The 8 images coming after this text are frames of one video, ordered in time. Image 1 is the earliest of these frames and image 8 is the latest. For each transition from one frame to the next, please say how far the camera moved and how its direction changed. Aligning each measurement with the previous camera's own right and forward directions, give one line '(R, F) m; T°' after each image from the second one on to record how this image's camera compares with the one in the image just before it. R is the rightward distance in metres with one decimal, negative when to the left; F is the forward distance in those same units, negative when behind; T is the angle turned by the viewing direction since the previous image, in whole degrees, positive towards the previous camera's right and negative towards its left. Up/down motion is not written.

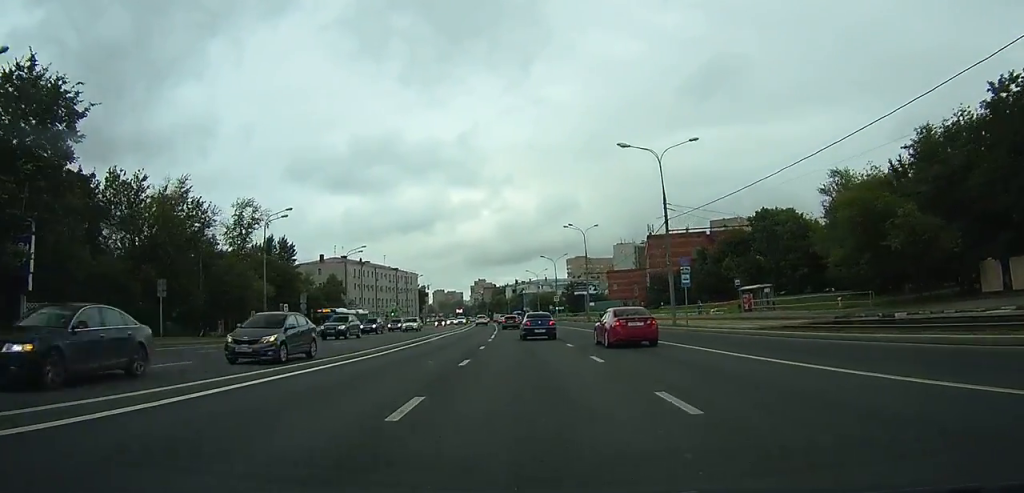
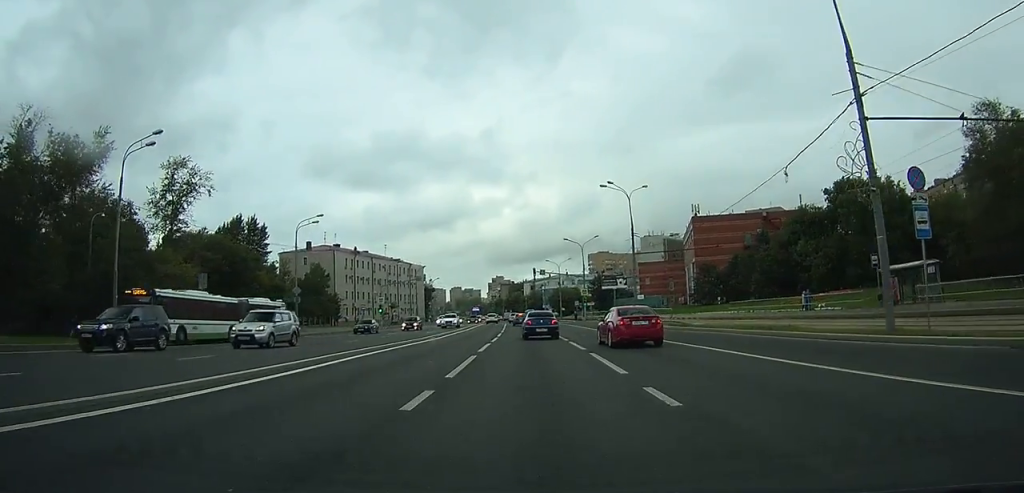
(-0.3, +23.3) m; -1°
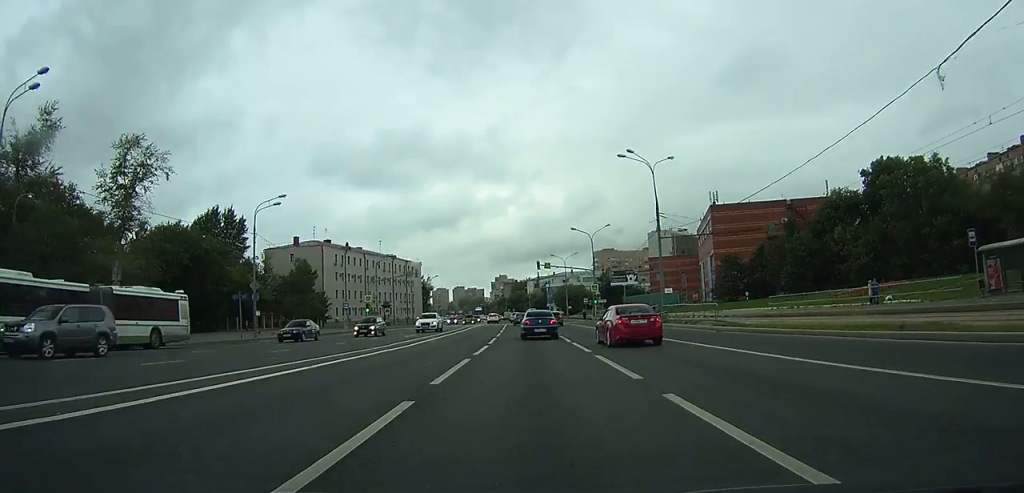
(0.0, +9.7) m; 0°
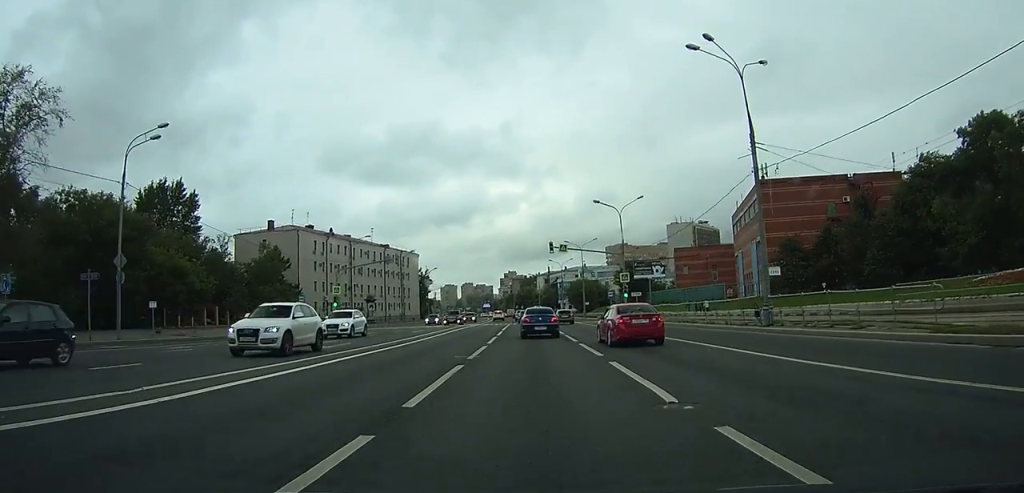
(-0.1, +18.3) m; 0°
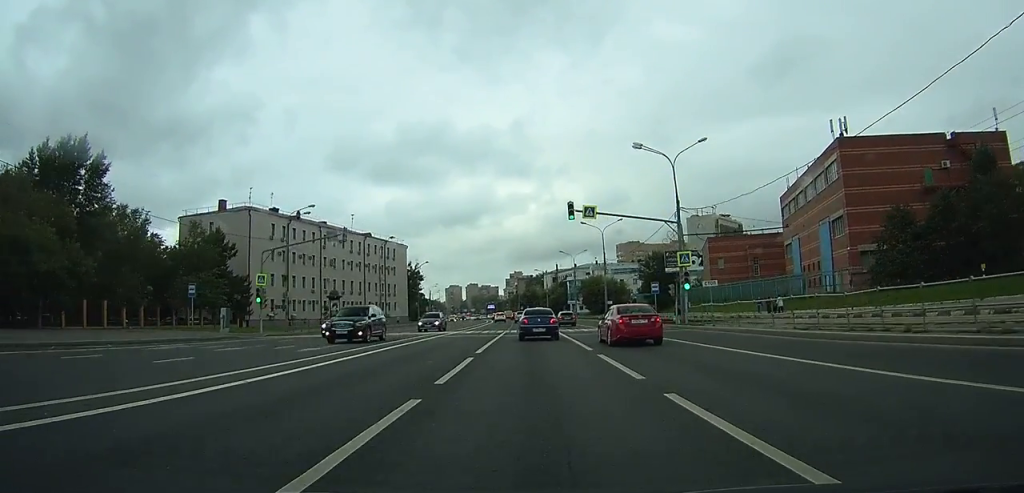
(-0.2, +21.9) m; -1°
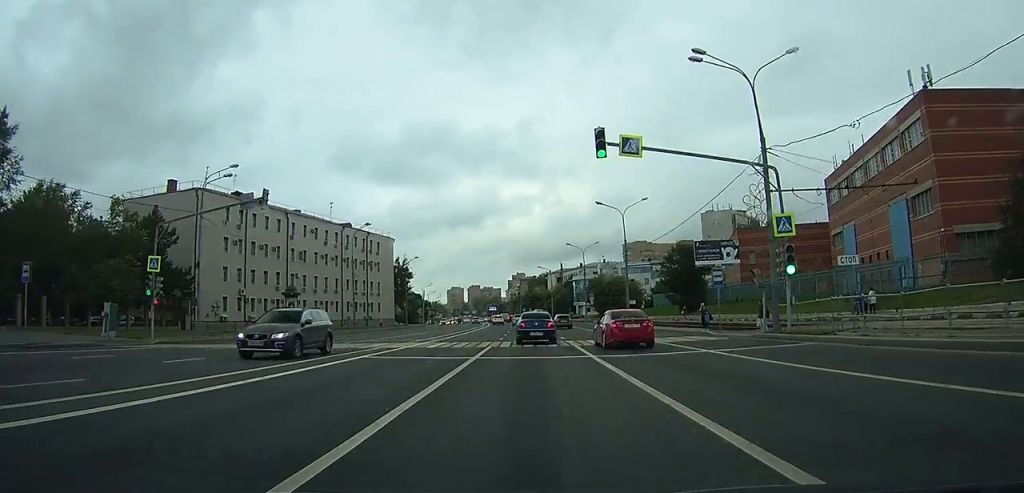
(-0.1, +15.8) m; -1°
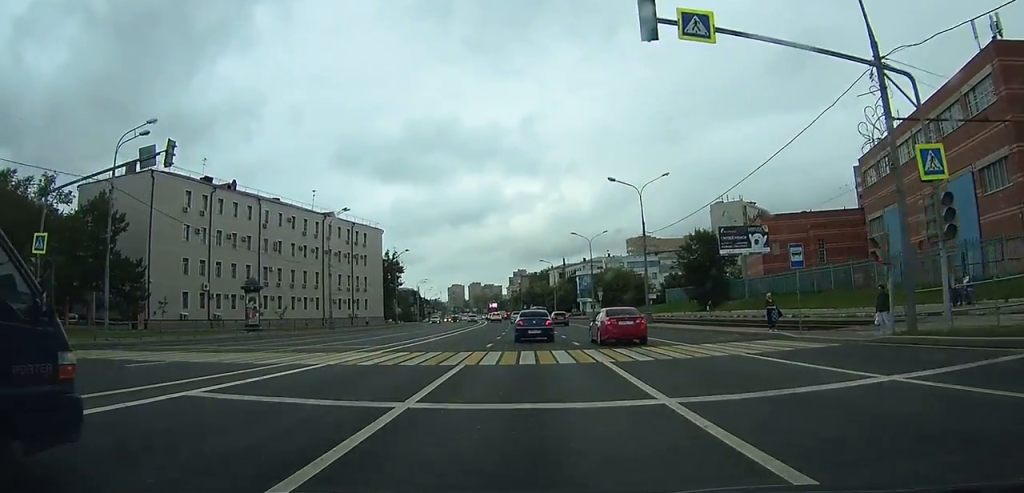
(0.0, +9.9) m; -1°
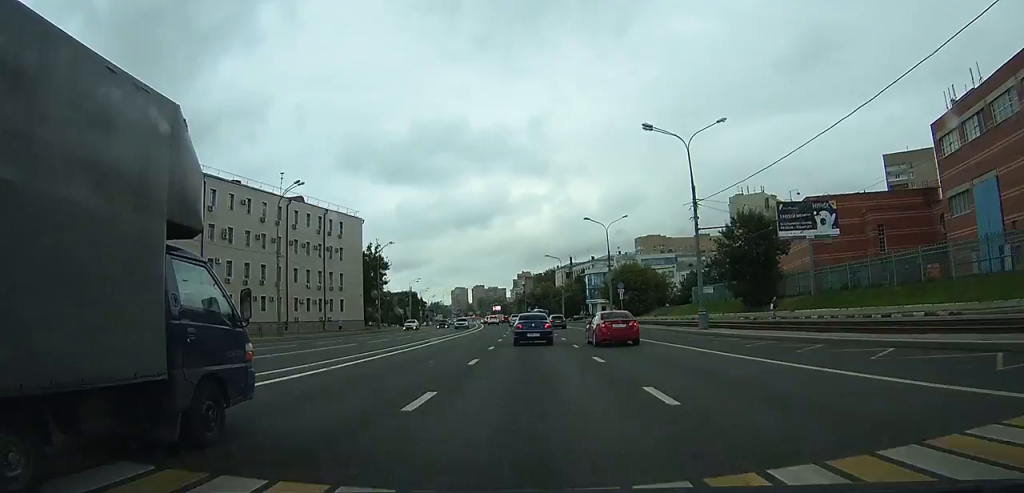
(-0.2, +15.6) m; -1°
